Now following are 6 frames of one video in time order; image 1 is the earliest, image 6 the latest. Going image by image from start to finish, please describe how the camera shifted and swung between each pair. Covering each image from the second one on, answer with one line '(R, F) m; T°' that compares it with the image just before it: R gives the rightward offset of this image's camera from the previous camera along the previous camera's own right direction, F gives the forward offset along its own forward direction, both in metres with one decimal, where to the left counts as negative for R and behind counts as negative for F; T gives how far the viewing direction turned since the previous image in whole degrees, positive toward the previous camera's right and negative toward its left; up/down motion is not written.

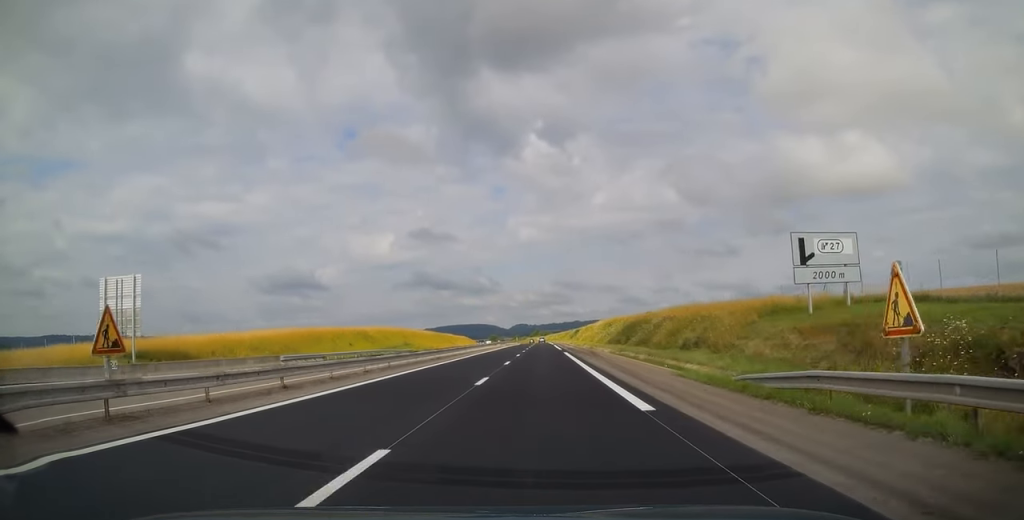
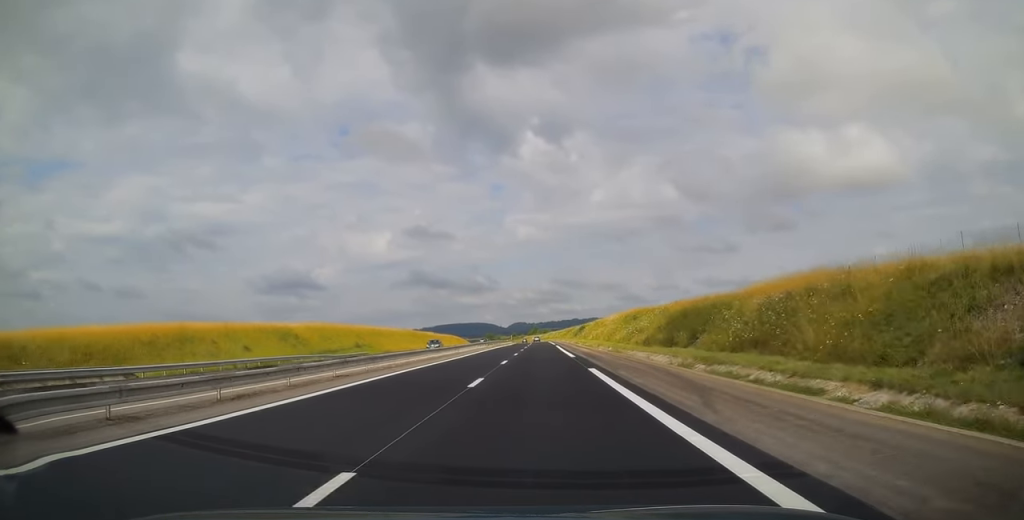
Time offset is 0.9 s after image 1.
(-0.2, +27.5) m; 0°
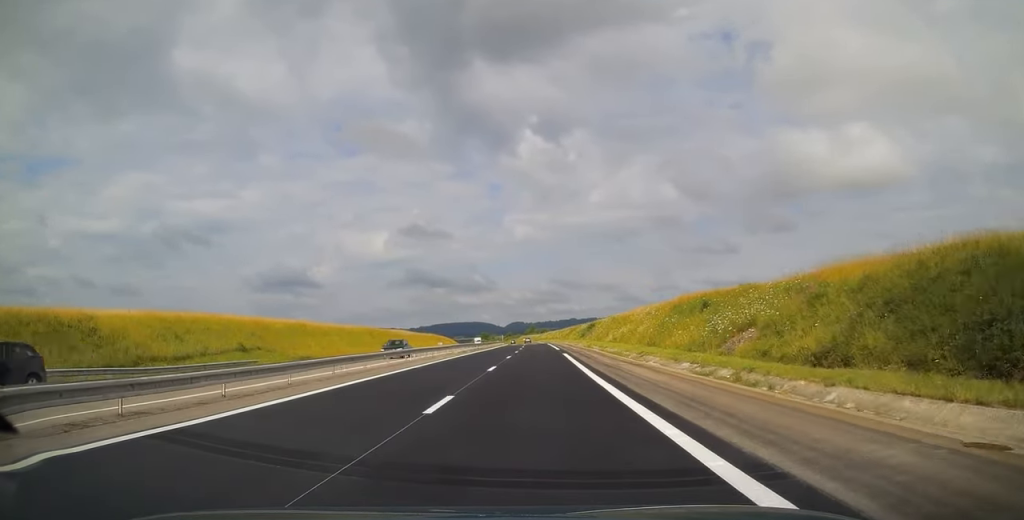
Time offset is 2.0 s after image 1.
(0.0, +31.4) m; 0°
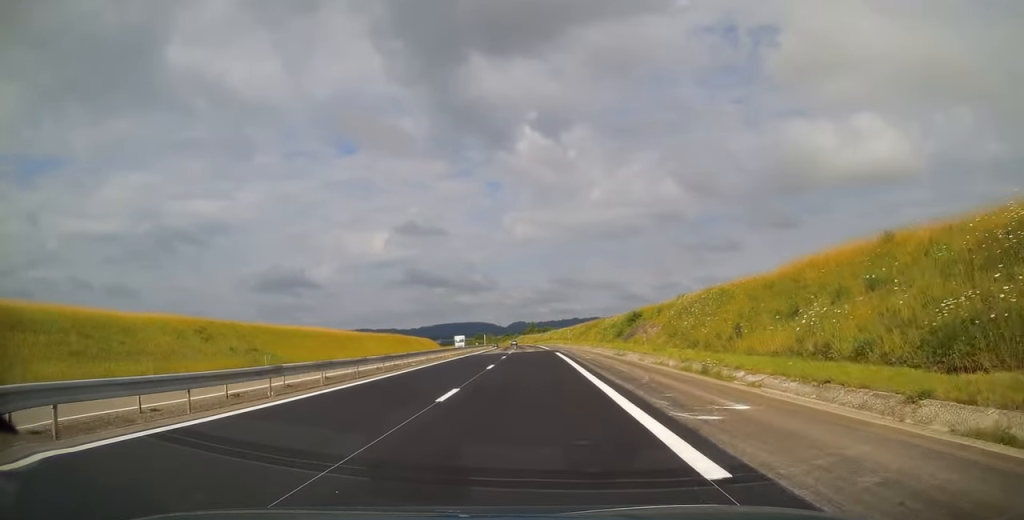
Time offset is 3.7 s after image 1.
(-0.6, +50.0) m; -1°
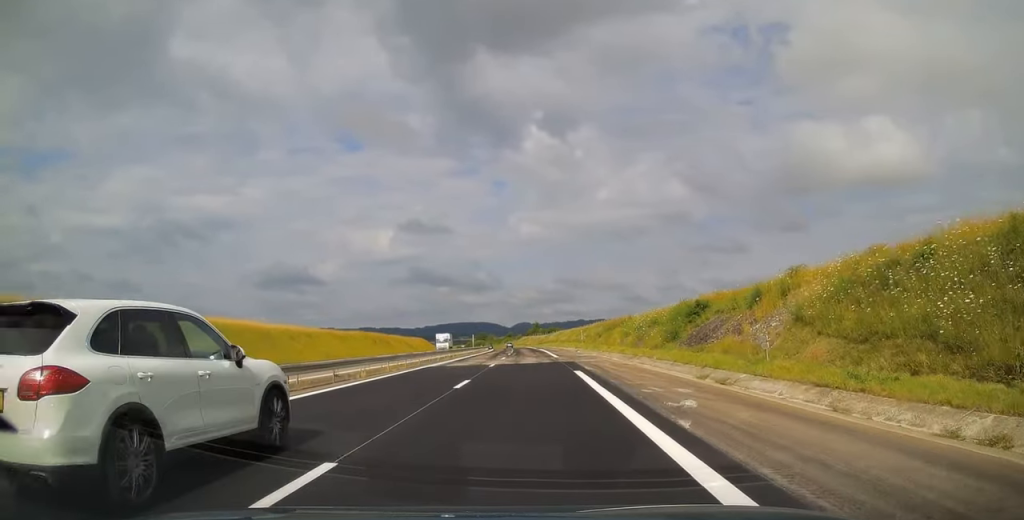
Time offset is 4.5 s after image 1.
(+0.4, +22.5) m; -1°
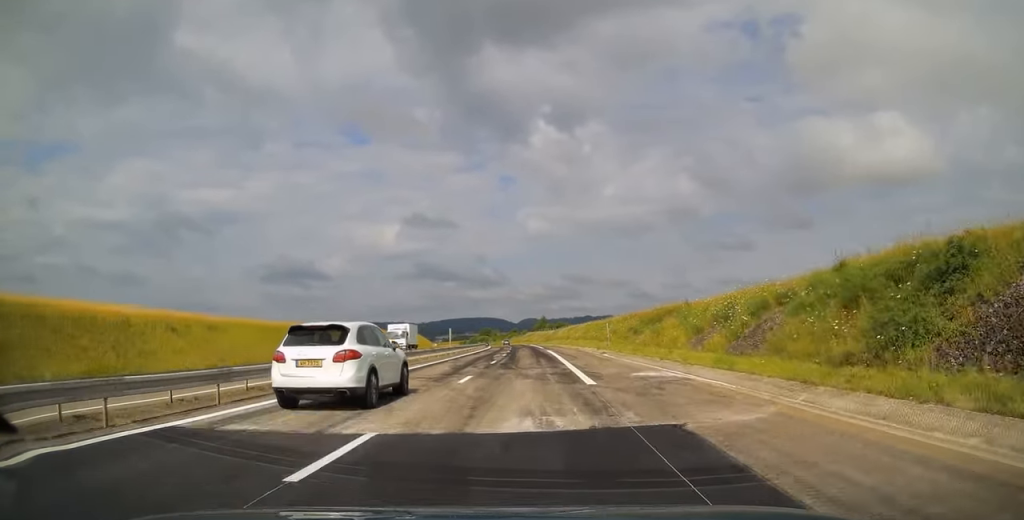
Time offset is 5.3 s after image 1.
(-0.7, +24.0) m; -1°
